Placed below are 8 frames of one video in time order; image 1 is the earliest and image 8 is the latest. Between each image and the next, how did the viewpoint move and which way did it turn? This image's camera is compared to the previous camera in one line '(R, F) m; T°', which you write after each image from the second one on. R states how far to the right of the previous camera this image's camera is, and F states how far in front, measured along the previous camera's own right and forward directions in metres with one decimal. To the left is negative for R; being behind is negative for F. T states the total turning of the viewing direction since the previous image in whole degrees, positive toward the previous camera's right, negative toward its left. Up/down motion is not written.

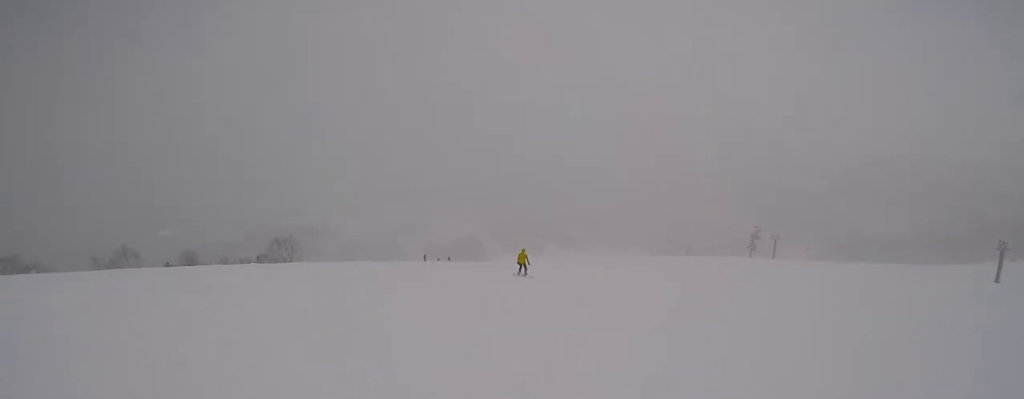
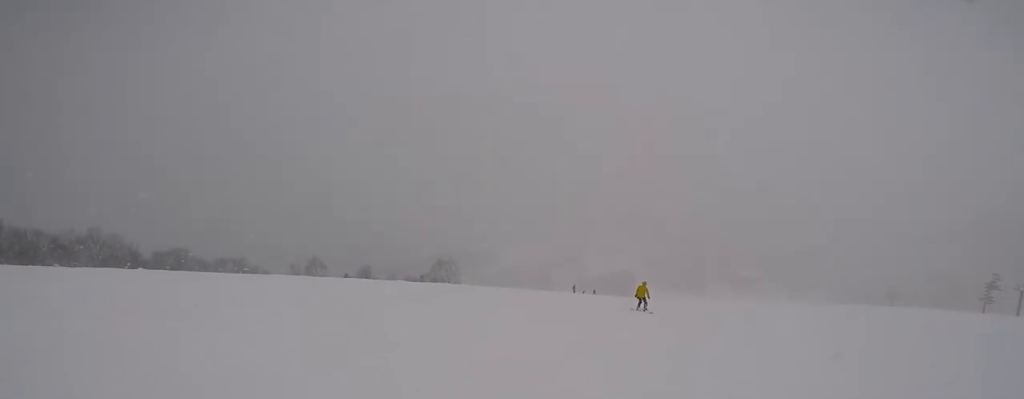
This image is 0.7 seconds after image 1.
(-0.2, +2.5) m; -15°
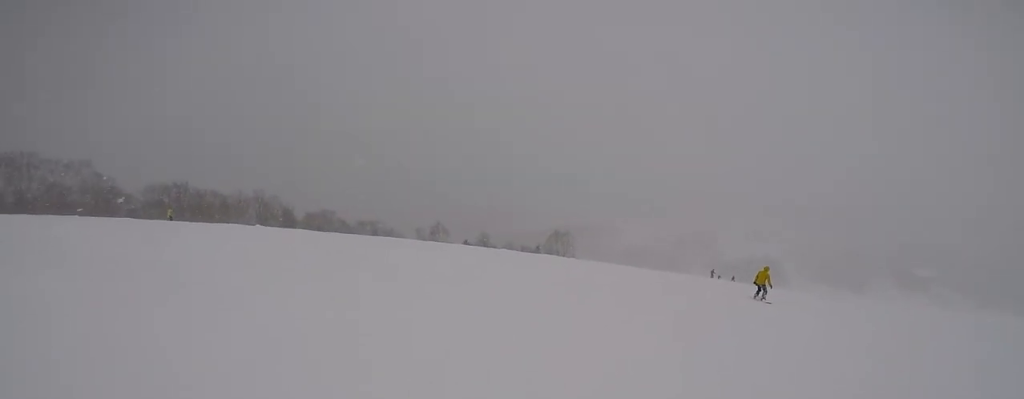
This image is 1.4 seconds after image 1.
(+0.1, +2.6) m; -20°
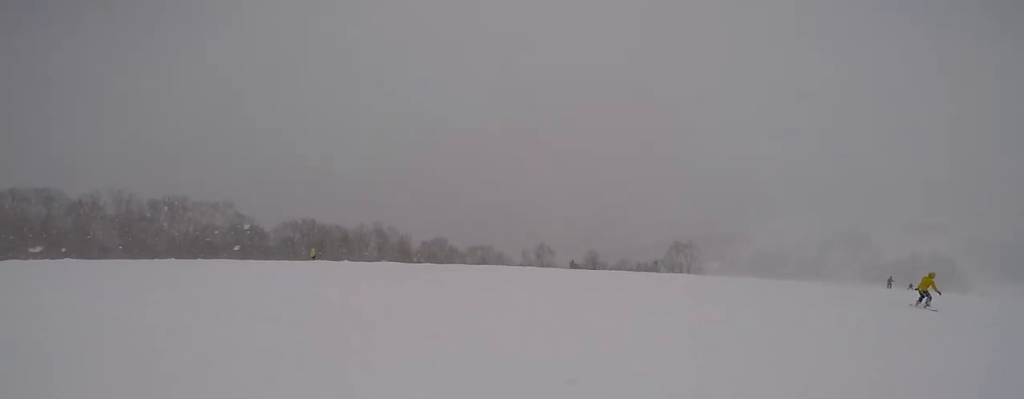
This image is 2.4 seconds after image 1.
(-1.6, +3.8) m; -22°
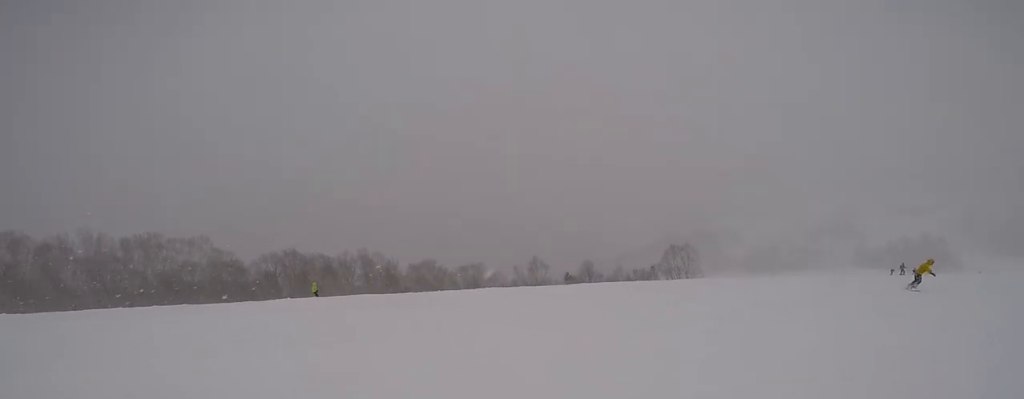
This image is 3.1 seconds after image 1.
(0.0, +3.0) m; 0°
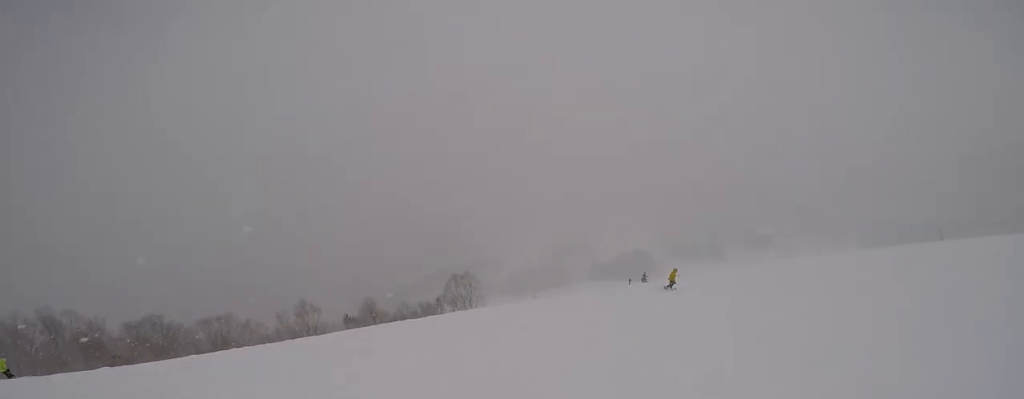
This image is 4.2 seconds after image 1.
(0.0, +4.9) m; +9°
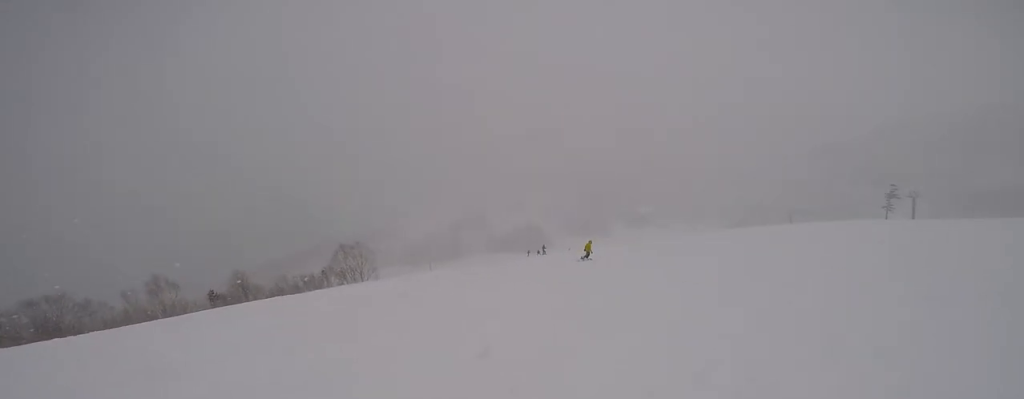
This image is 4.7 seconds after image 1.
(+0.3, +2.0) m; +11°
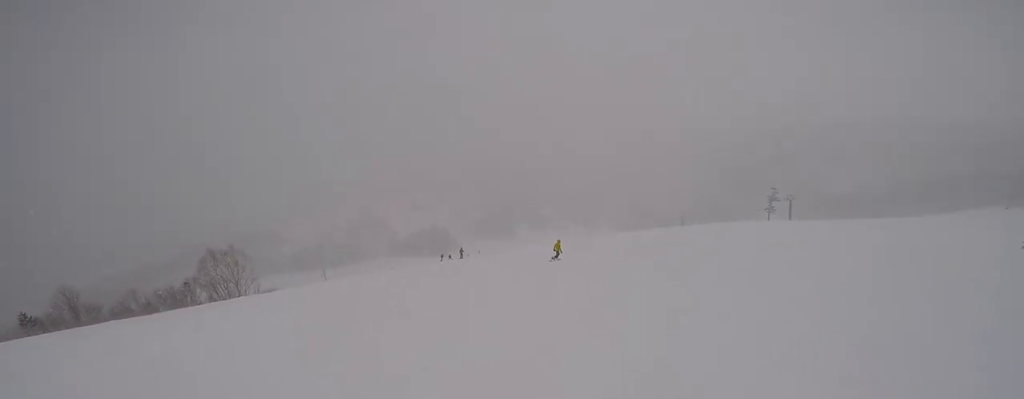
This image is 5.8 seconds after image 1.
(+1.5, +5.3) m; +25°
